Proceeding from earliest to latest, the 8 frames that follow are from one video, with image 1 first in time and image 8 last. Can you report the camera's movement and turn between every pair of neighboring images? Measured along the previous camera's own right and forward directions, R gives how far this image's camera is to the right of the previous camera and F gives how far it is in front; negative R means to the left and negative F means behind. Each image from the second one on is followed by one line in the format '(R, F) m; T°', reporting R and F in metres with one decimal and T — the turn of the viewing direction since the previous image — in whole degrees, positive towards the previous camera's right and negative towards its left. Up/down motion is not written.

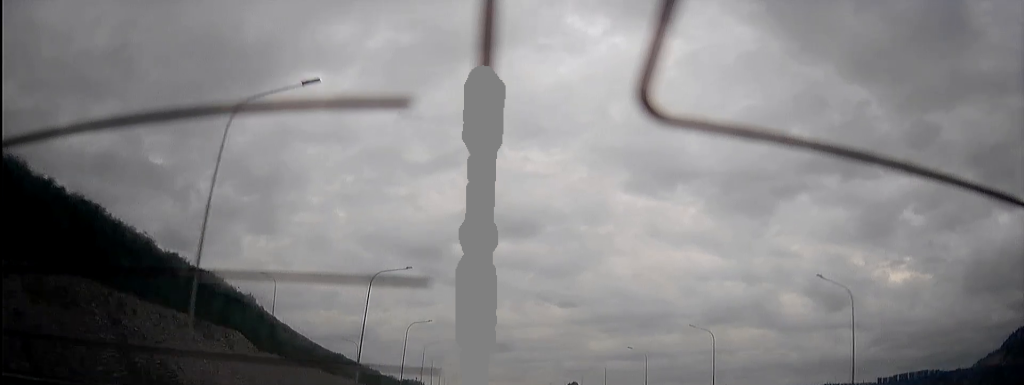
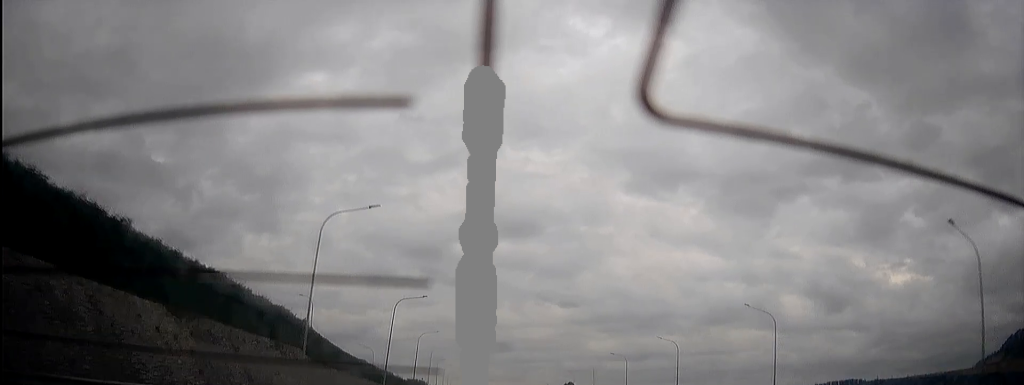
(0.0, +14.5) m; 0°
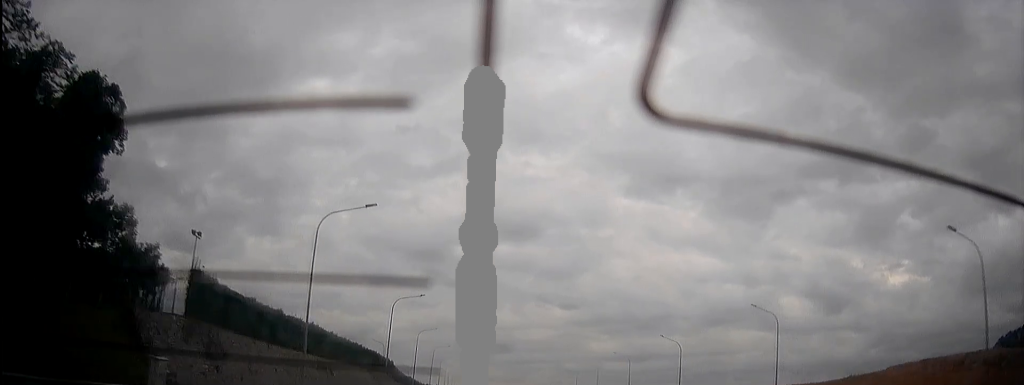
(0.0, +60.3) m; 0°
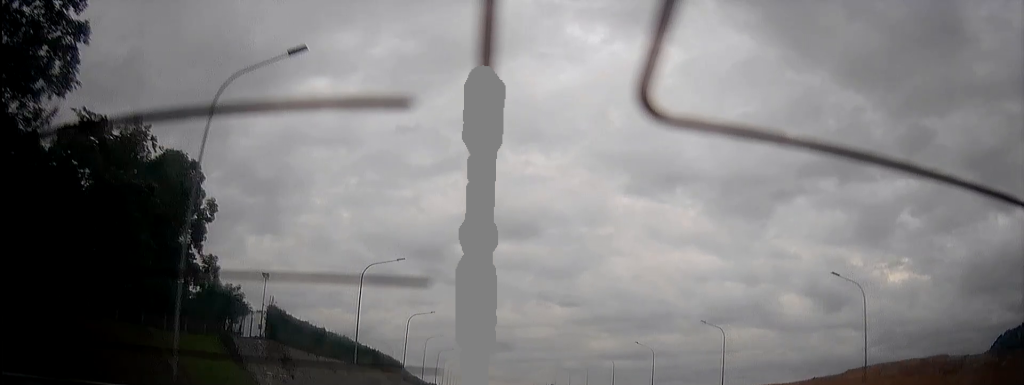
(0.0, +14.4) m; 0°
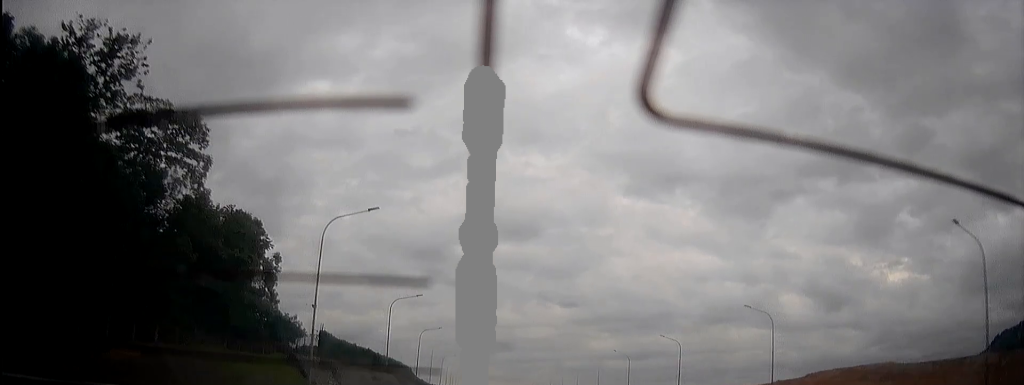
(0.0, +17.9) m; 0°
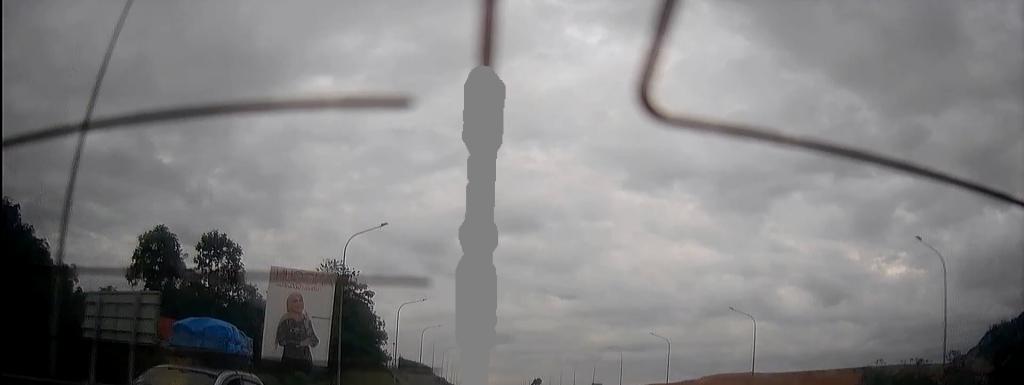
(+0.1, +65.5) m; 0°
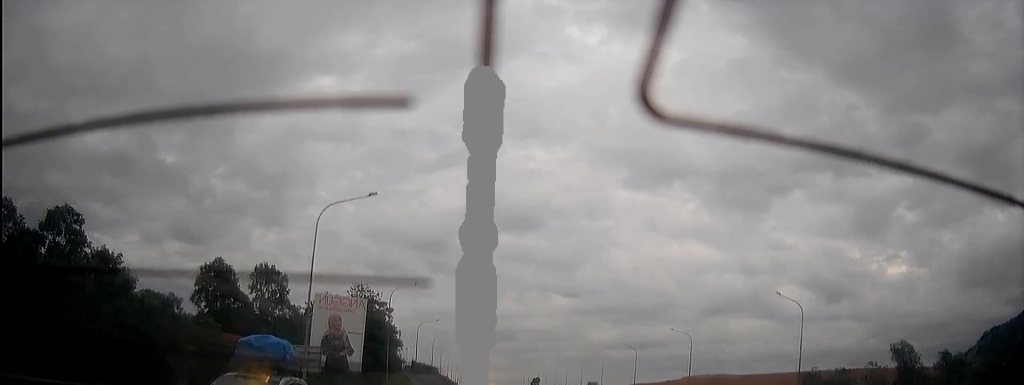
(0.0, +21.4) m; 0°
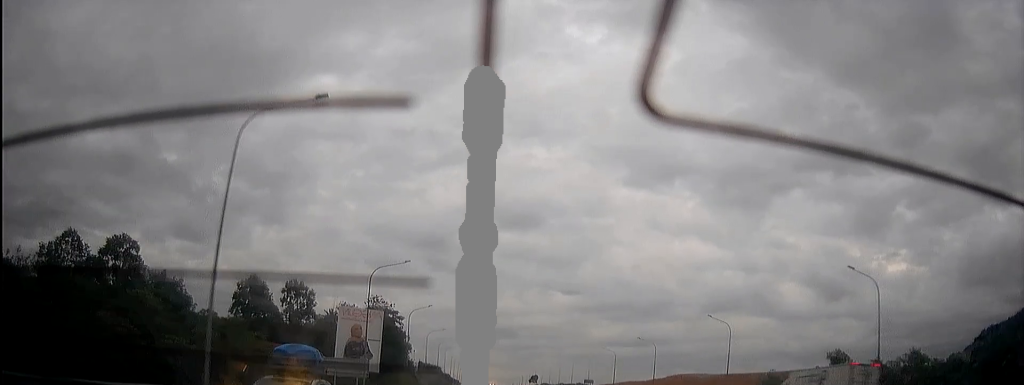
(0.0, +16.6) m; 0°
